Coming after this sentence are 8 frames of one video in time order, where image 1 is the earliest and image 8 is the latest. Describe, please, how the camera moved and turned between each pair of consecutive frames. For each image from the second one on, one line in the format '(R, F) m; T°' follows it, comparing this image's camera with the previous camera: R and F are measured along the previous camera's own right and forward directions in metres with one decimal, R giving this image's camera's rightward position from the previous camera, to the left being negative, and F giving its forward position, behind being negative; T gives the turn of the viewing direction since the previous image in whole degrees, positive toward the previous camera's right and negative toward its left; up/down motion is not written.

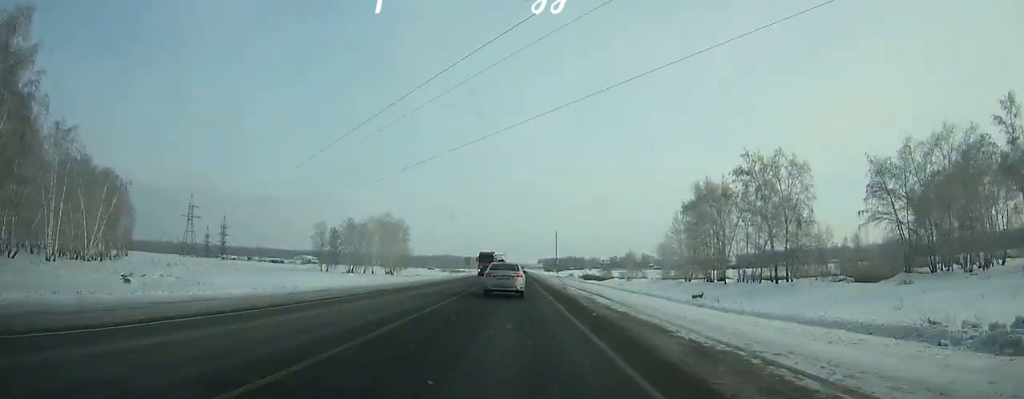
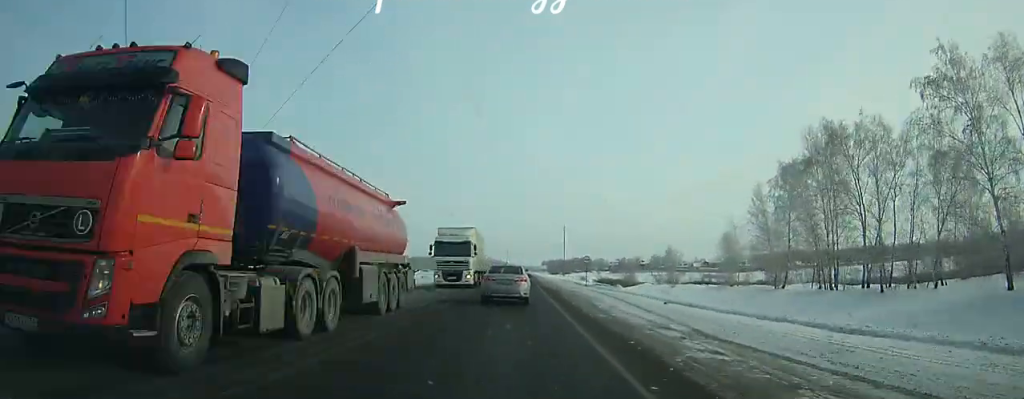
(-0.1, +33.9) m; 0°
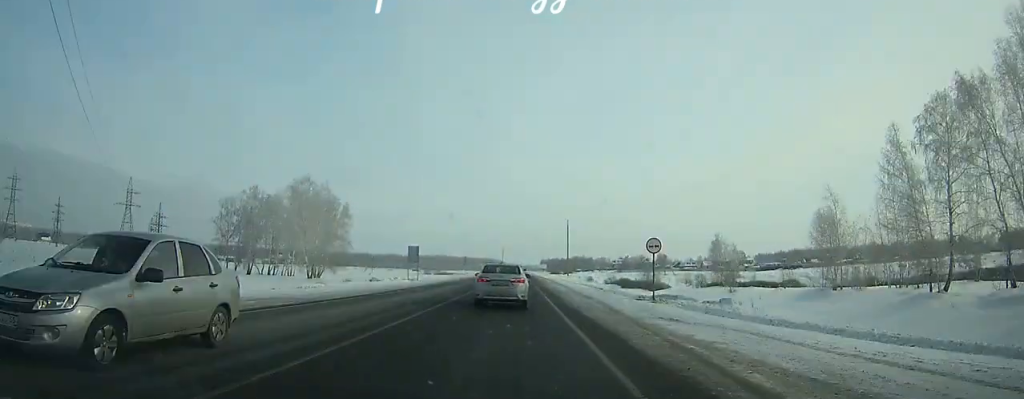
(+0.1, +26.5) m; 0°
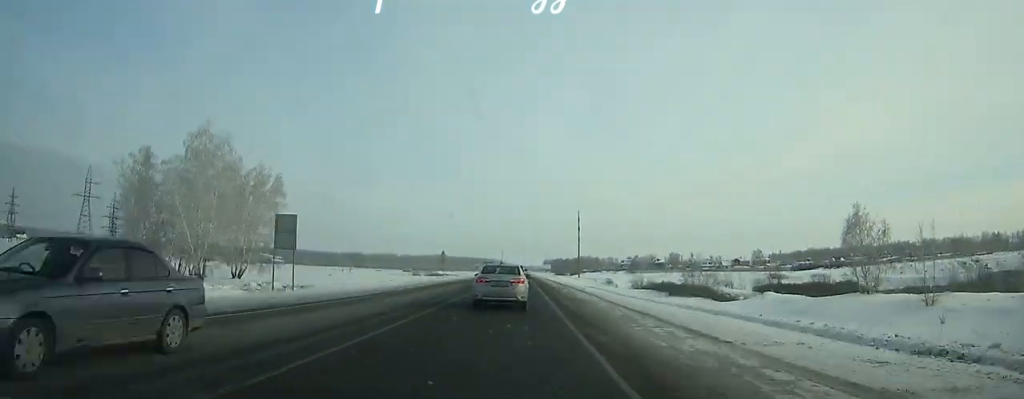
(+0.2, +35.0) m; 0°
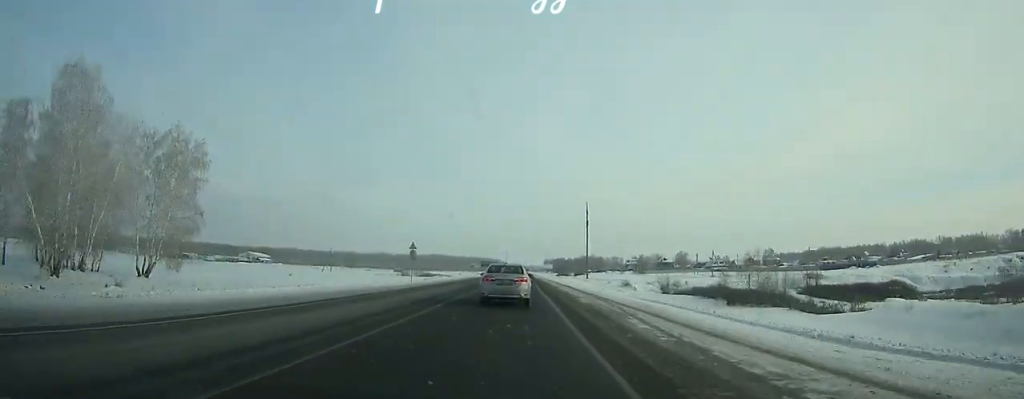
(0.0, +23.8) m; 0°
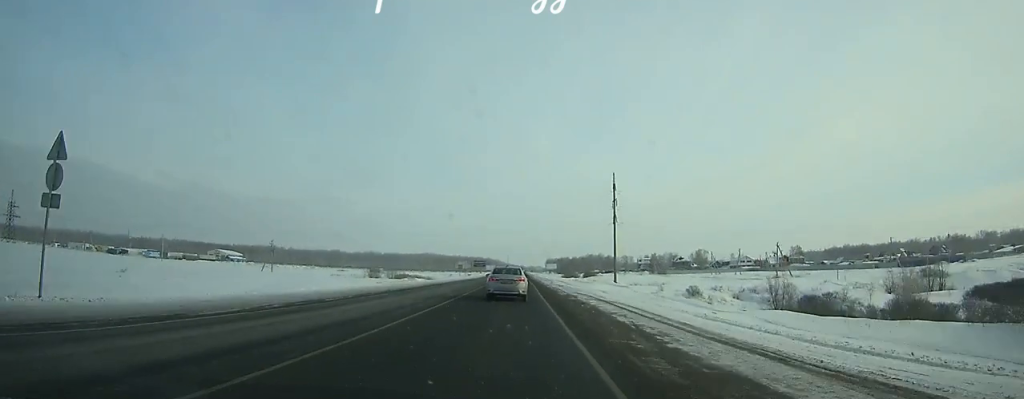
(-0.4, +53.2) m; -1°
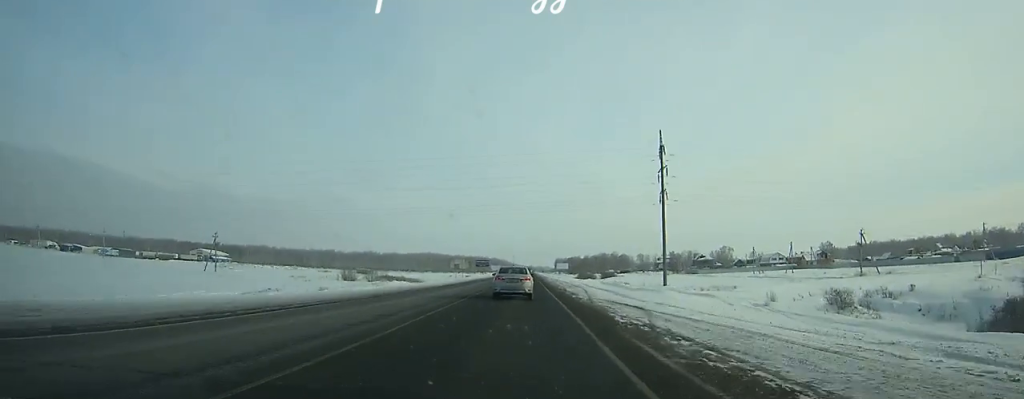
(-0.2, +35.1) m; 0°
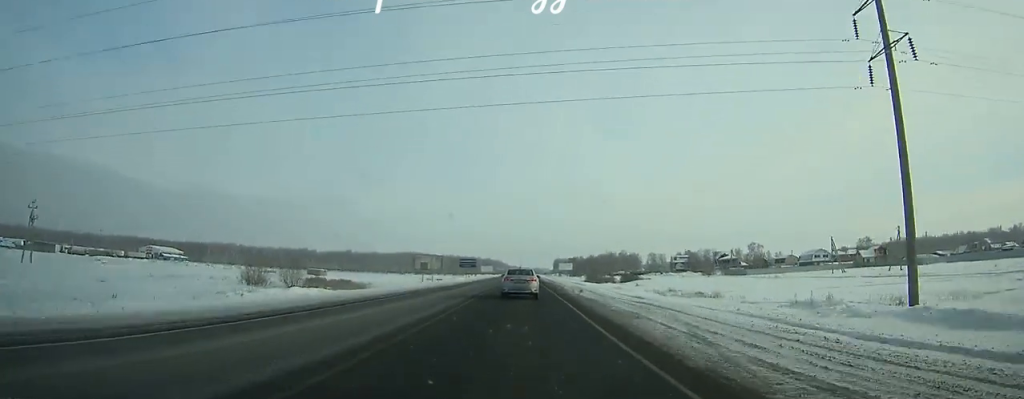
(+0.3, +54.5) m; +1°
